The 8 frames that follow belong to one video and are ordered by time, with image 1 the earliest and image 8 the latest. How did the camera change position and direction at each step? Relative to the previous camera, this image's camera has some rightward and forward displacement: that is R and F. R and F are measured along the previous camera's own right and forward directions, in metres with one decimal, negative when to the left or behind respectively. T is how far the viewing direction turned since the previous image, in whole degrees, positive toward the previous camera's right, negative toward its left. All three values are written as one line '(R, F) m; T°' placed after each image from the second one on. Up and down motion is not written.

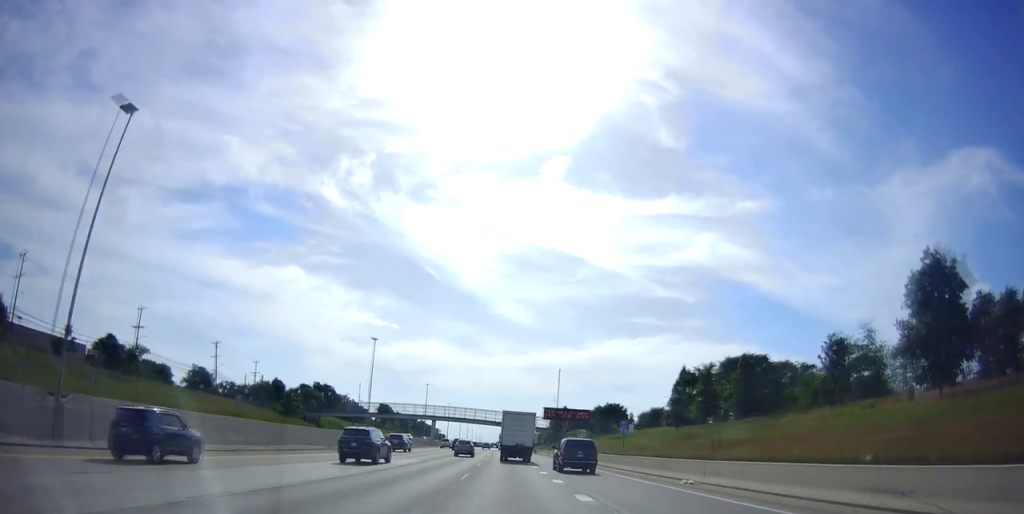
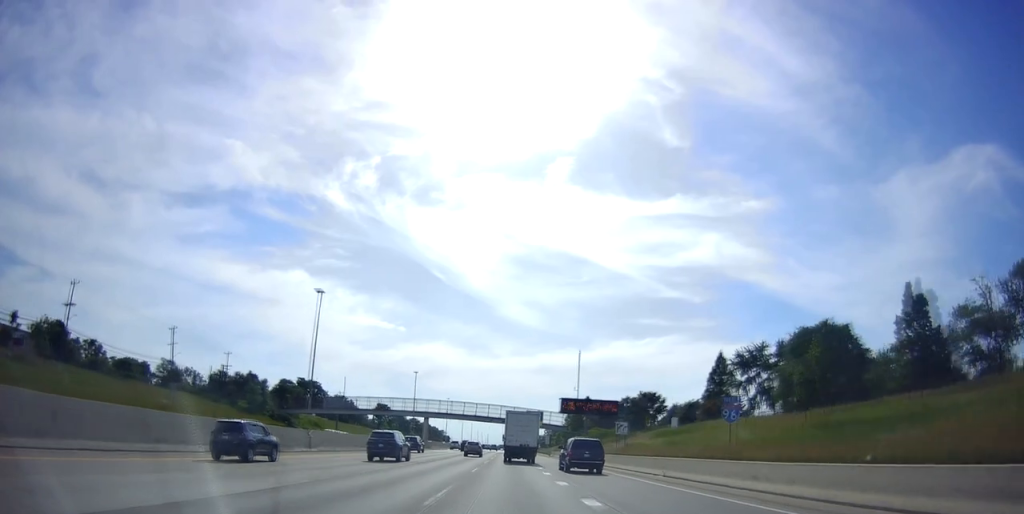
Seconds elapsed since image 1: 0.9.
(-0.5, +23.9) m; 0°
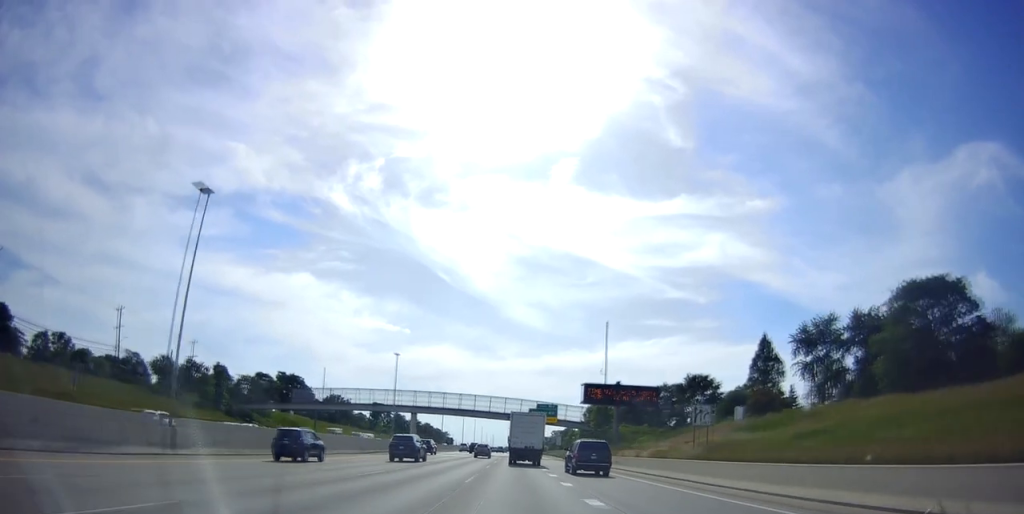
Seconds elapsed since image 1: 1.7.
(+0.4, +22.4) m; -1°
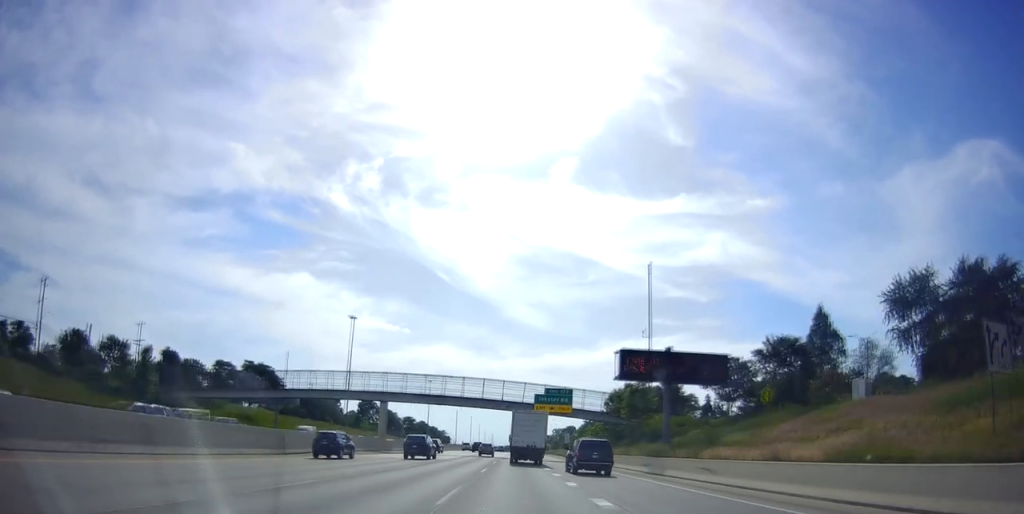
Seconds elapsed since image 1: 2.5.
(-0.4, +23.4) m; 0°
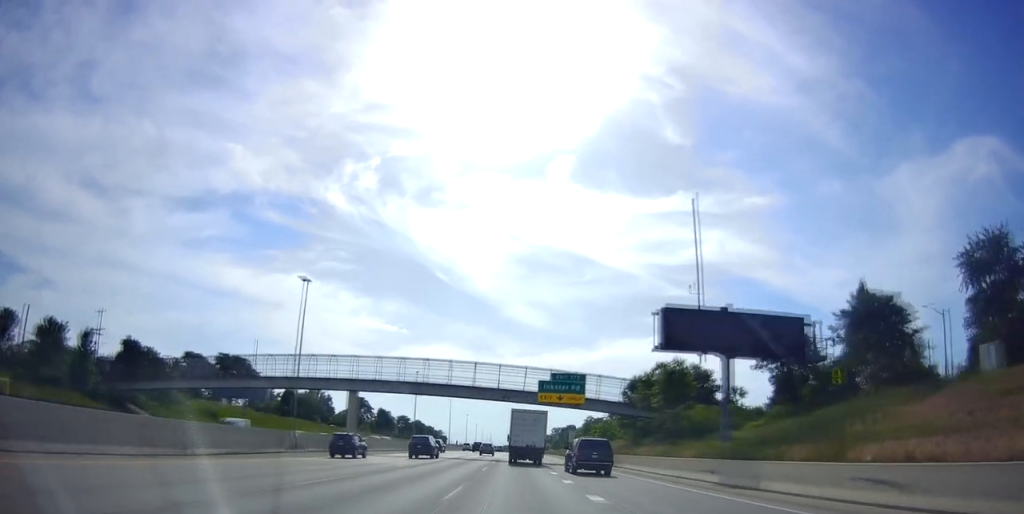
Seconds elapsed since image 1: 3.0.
(-0.4, +14.0) m; 0°
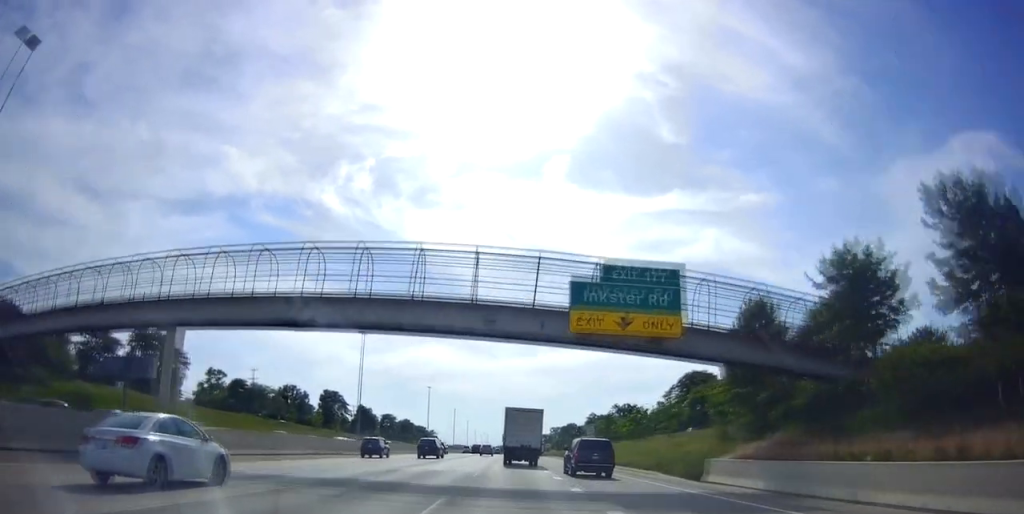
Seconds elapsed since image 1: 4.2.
(+1.0, +34.3) m; +1°
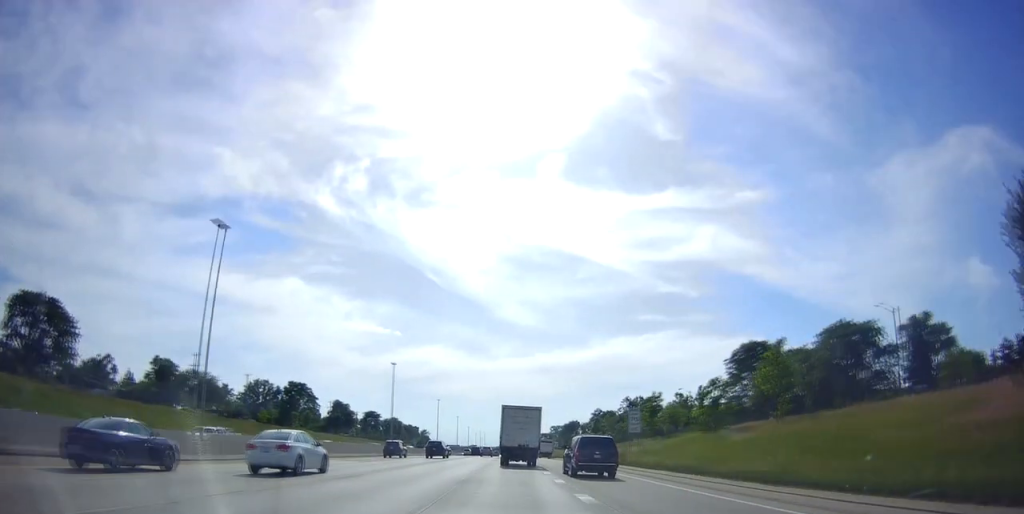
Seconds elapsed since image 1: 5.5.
(-0.5, +34.0) m; 0°
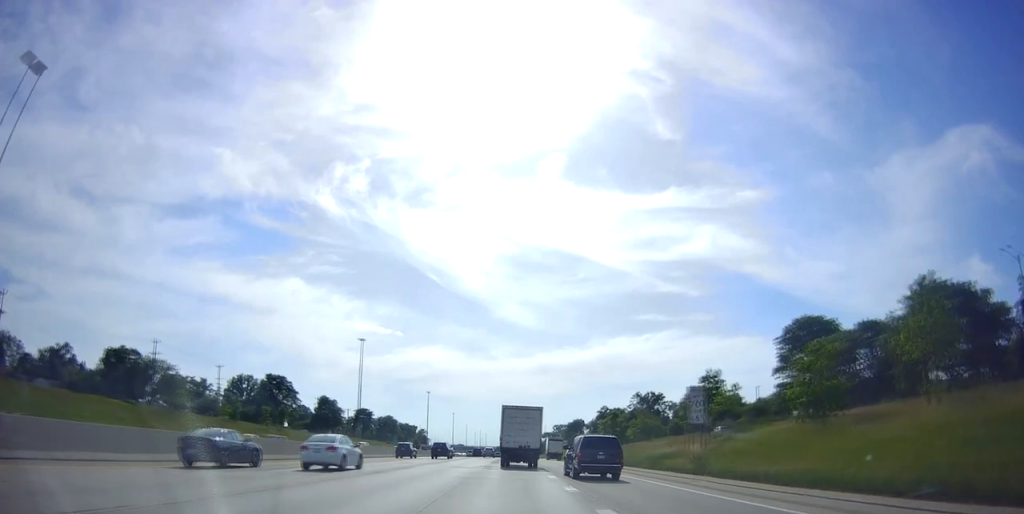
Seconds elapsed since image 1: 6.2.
(+0.1, +19.3) m; 0°
